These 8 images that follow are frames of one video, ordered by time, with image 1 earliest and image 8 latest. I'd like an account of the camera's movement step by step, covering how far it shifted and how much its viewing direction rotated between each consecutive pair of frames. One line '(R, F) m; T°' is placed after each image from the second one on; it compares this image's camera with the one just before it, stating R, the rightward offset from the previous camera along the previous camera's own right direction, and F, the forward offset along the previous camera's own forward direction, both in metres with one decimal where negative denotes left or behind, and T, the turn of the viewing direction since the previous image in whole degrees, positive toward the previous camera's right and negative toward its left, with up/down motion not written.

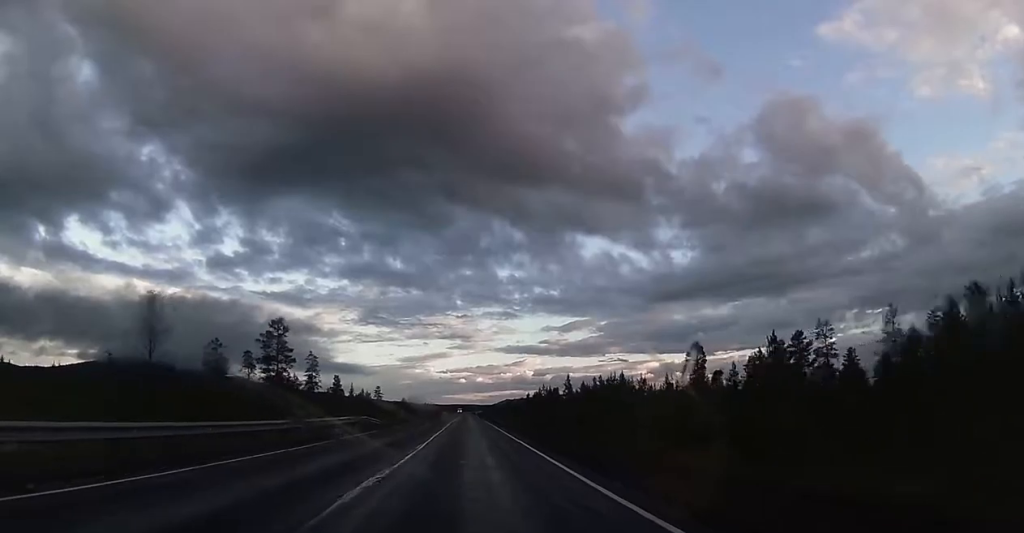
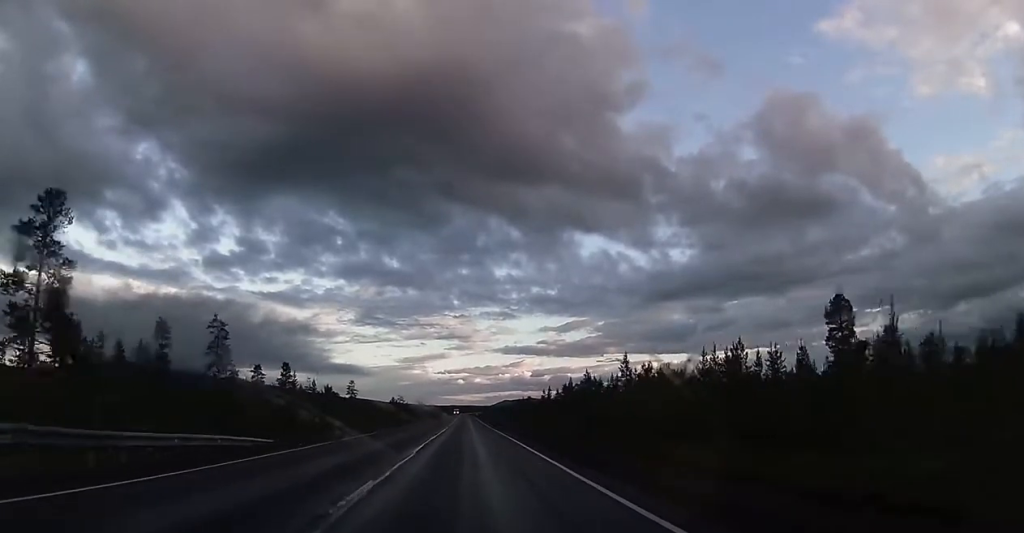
(-0.1, +35.8) m; 0°
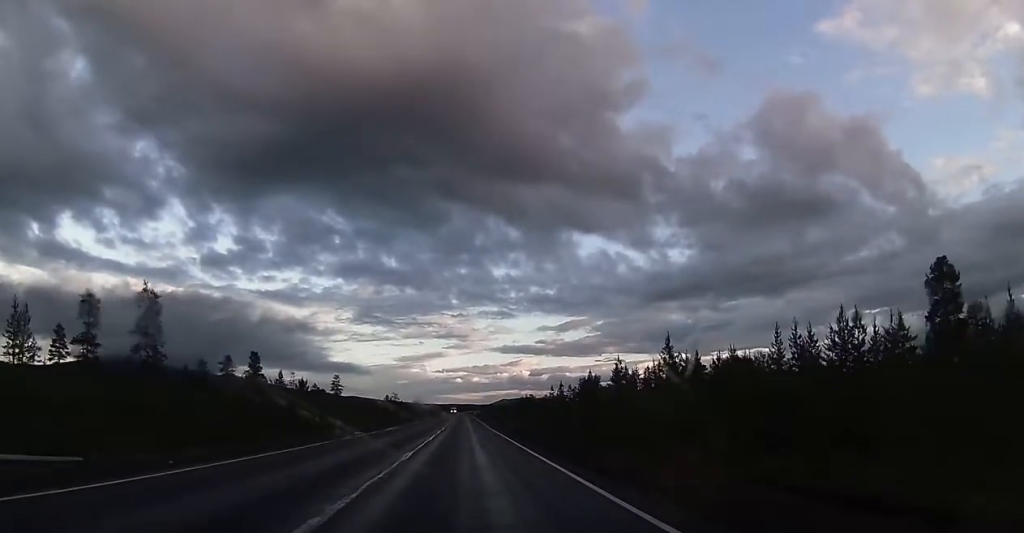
(0.0, +13.5) m; 0°
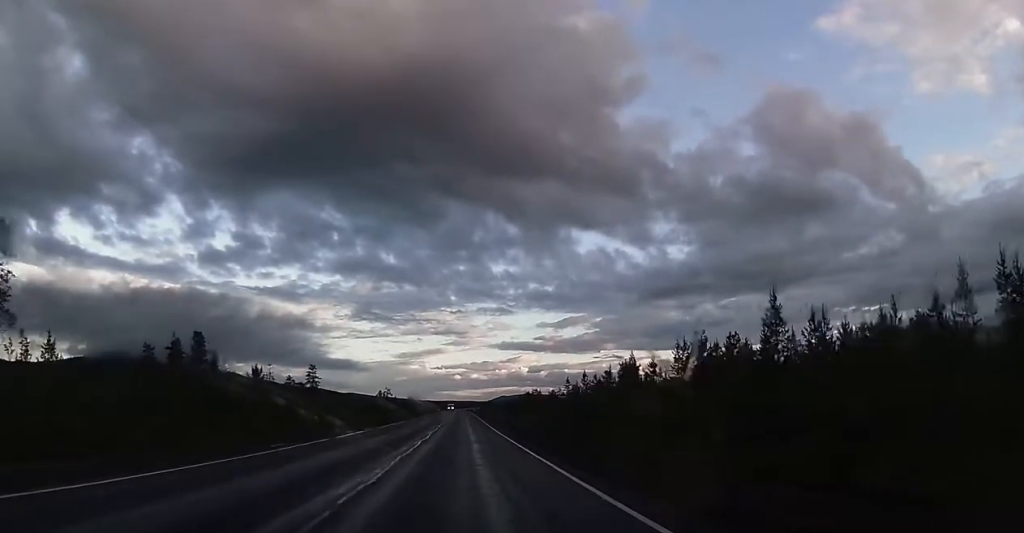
(+0.3, +17.4) m; 0°
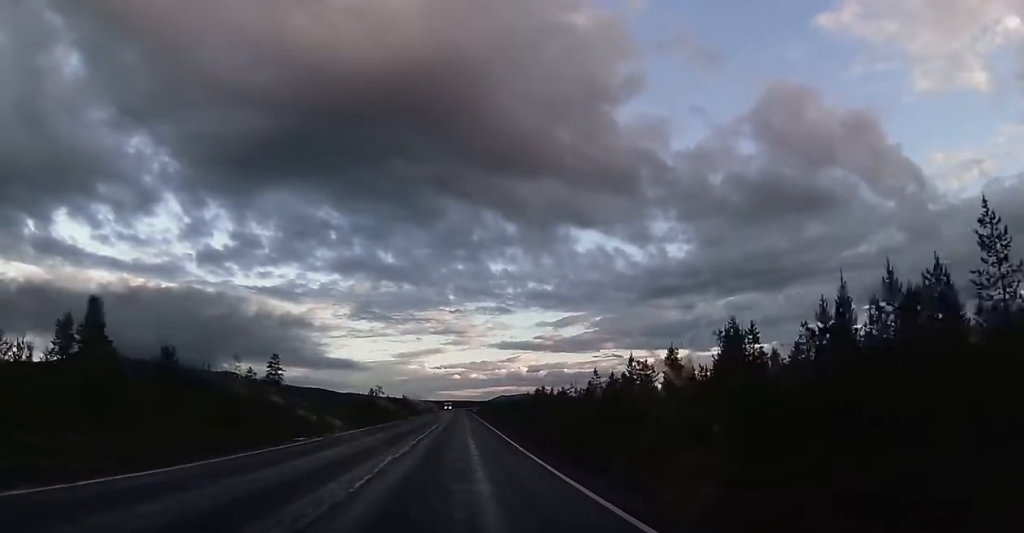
(-0.1, +19.3) m; 0°
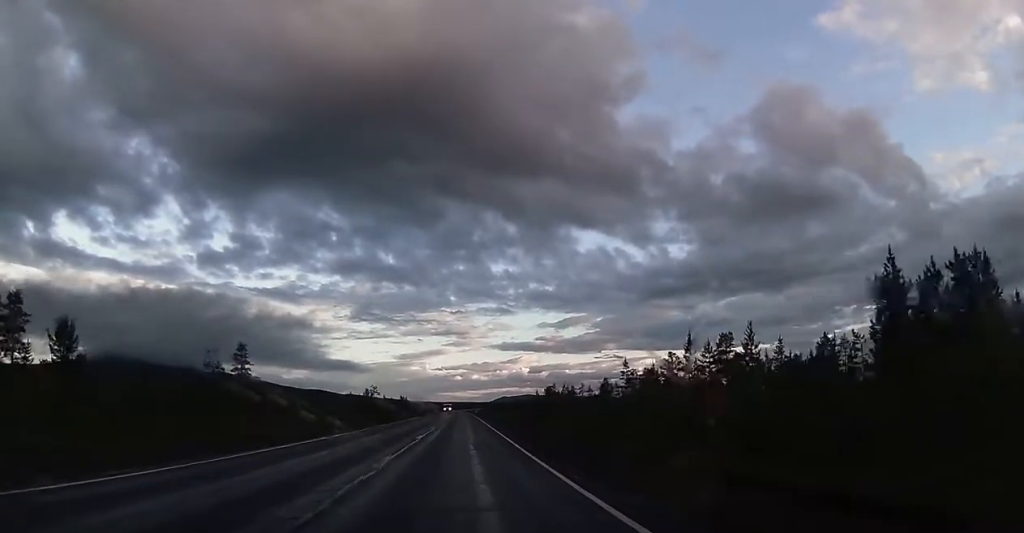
(-0.1, +12.6) m; 0°
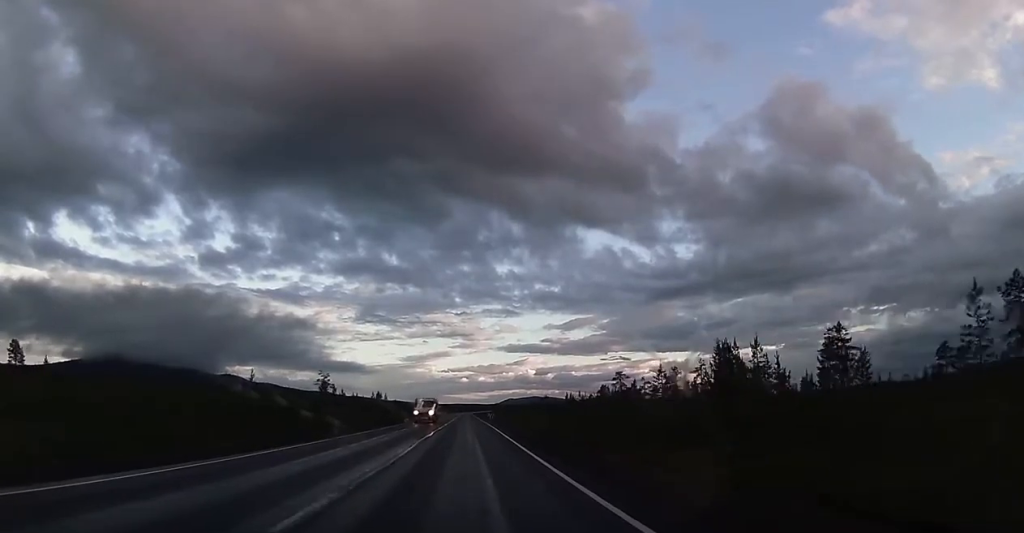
(-0.3, +67.9) m; 0°
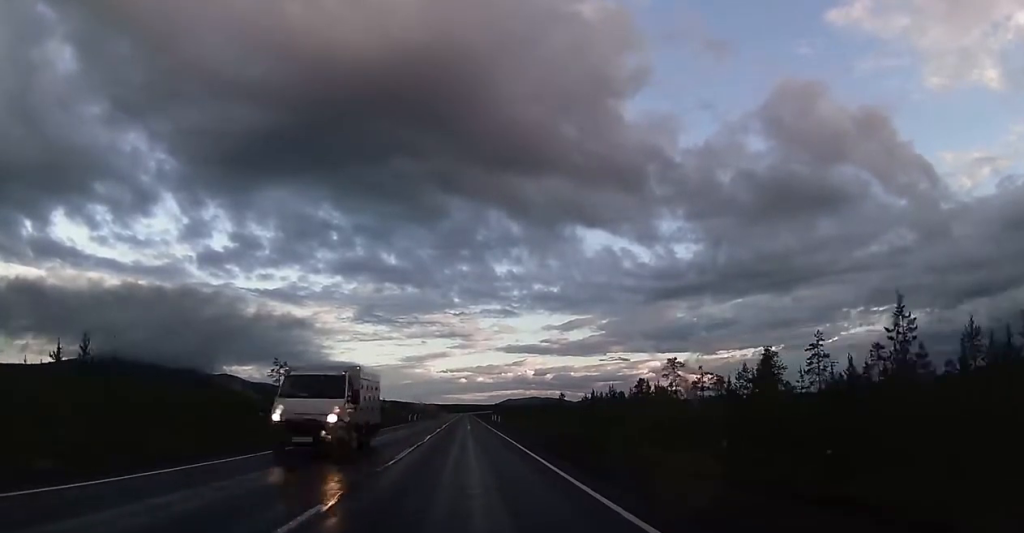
(+0.2, +25.3) m; 0°
